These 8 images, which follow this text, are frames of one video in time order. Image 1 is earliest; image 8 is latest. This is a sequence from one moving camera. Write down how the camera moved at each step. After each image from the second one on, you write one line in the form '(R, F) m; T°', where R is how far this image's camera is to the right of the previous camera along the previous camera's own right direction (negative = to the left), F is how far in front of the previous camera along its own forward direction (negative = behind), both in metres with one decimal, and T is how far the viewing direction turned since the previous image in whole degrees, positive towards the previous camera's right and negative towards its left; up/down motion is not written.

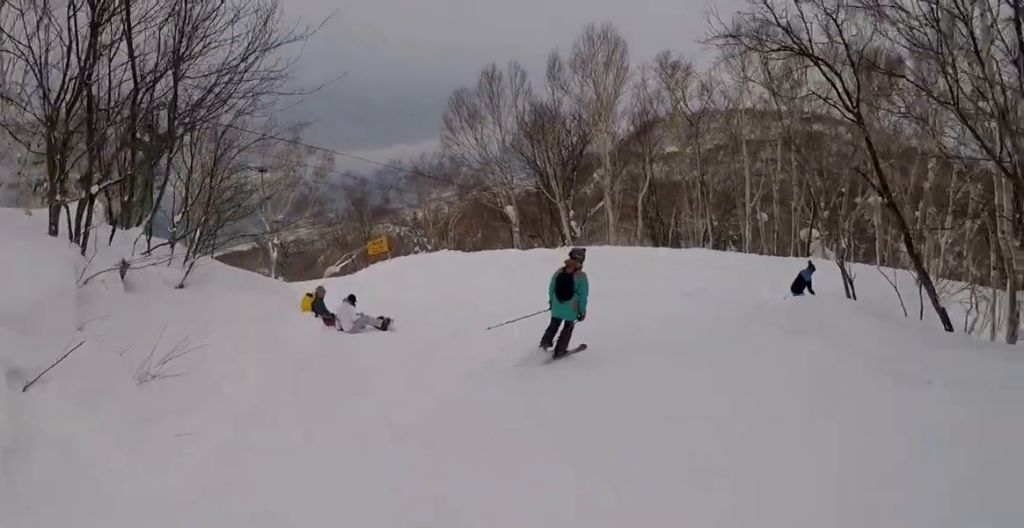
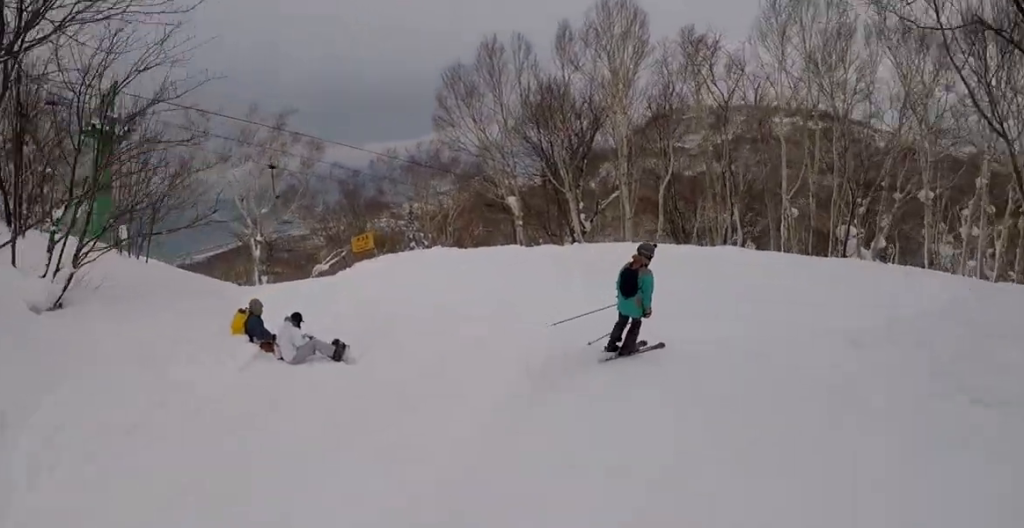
(+0.3, +3.2) m; +11°
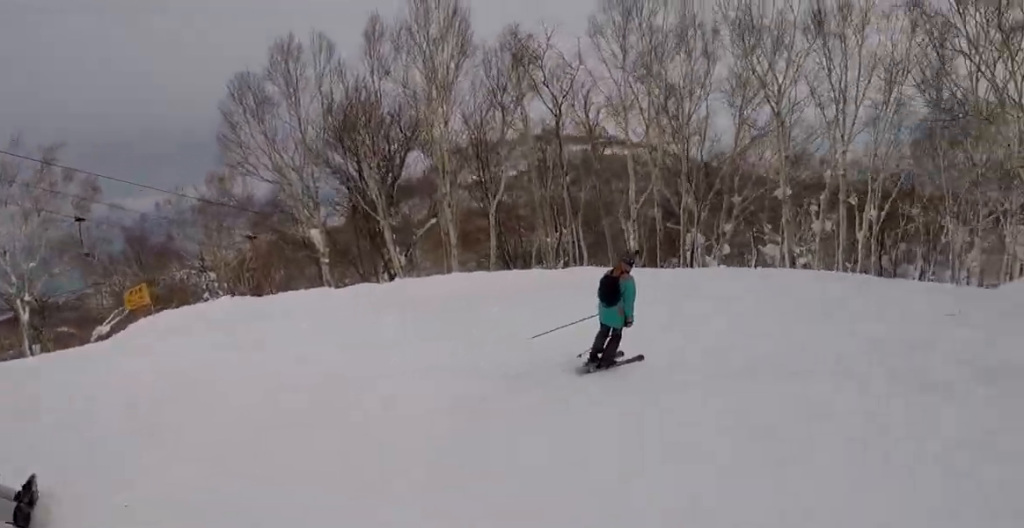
(0.0, +3.6) m; +15°
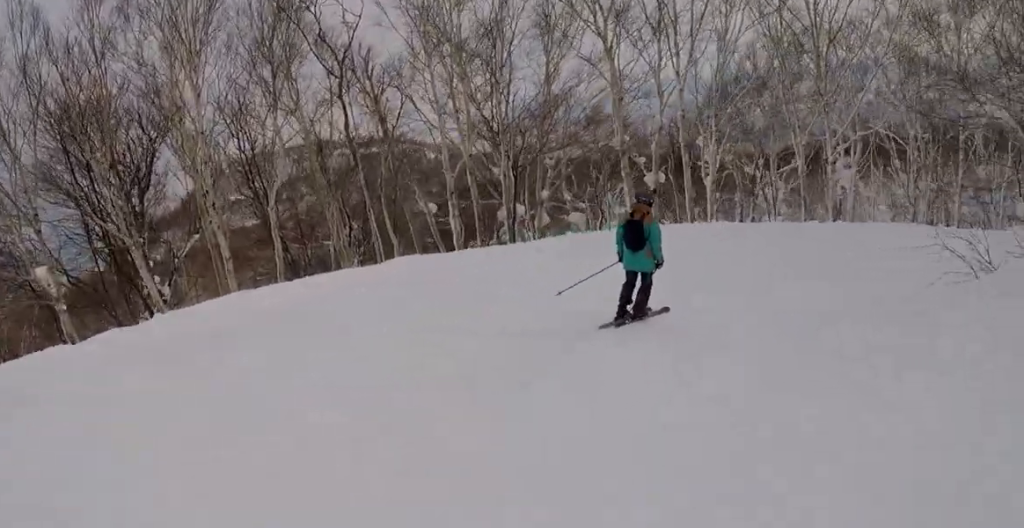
(+1.0, +3.5) m; +18°
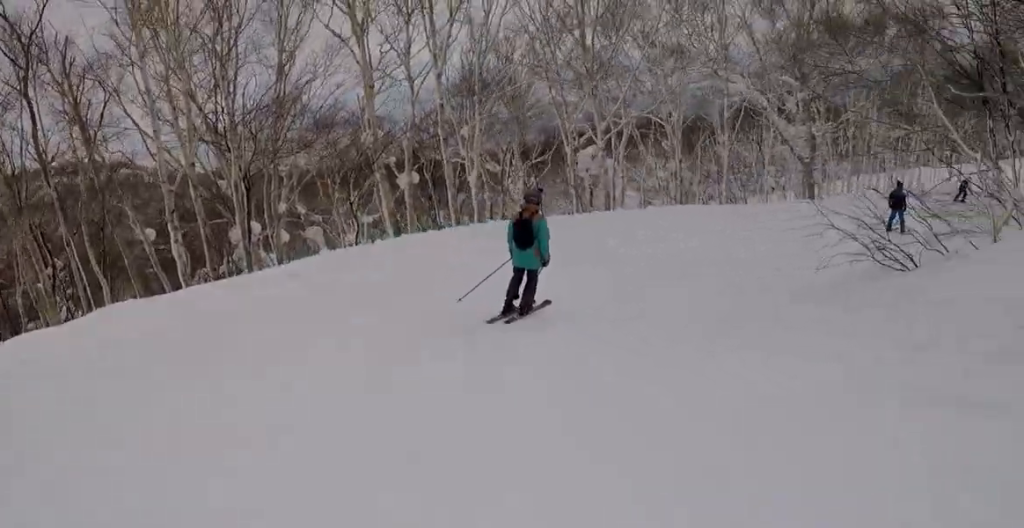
(+0.3, +2.9) m; +15°
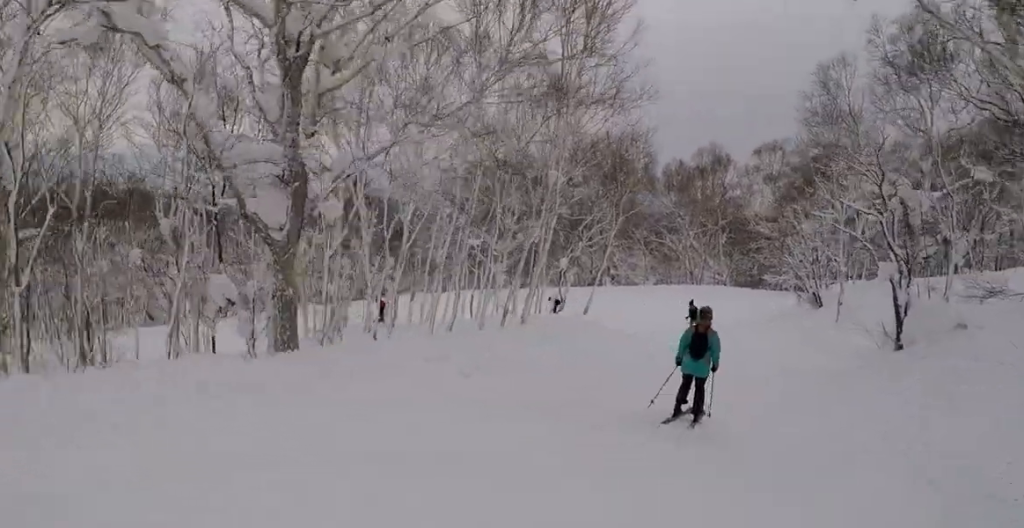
(+14.8, +17.0) m; +59°
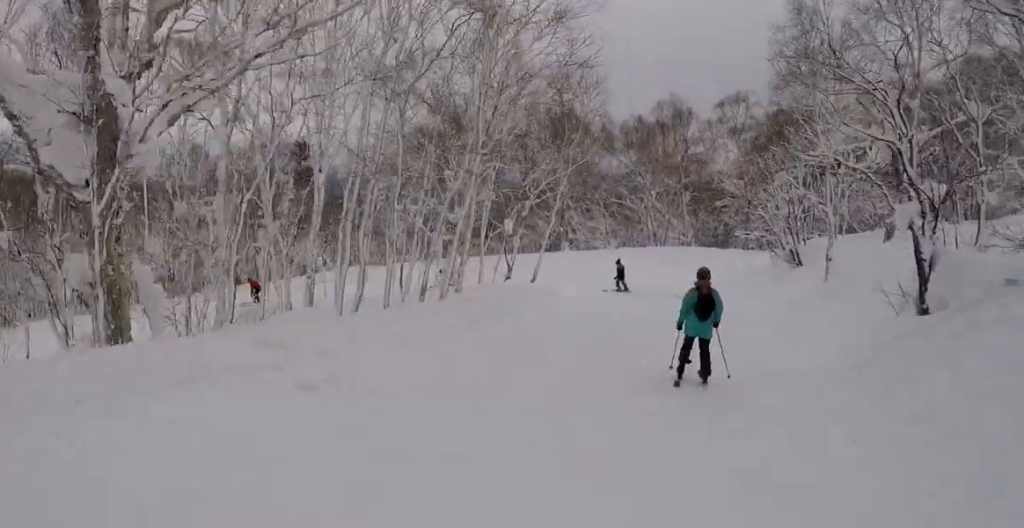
(+0.1, +3.4) m; +1°
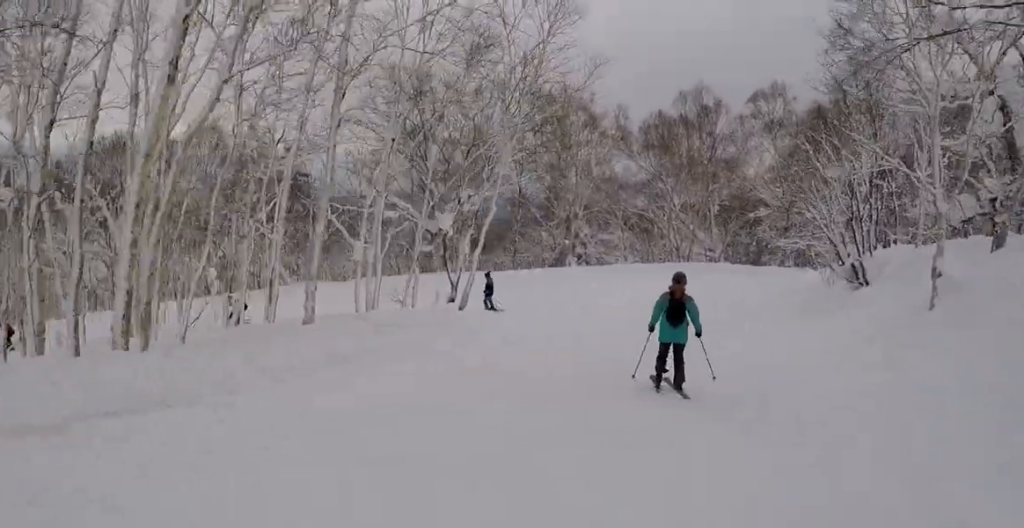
(0.0, +7.6) m; -4°
